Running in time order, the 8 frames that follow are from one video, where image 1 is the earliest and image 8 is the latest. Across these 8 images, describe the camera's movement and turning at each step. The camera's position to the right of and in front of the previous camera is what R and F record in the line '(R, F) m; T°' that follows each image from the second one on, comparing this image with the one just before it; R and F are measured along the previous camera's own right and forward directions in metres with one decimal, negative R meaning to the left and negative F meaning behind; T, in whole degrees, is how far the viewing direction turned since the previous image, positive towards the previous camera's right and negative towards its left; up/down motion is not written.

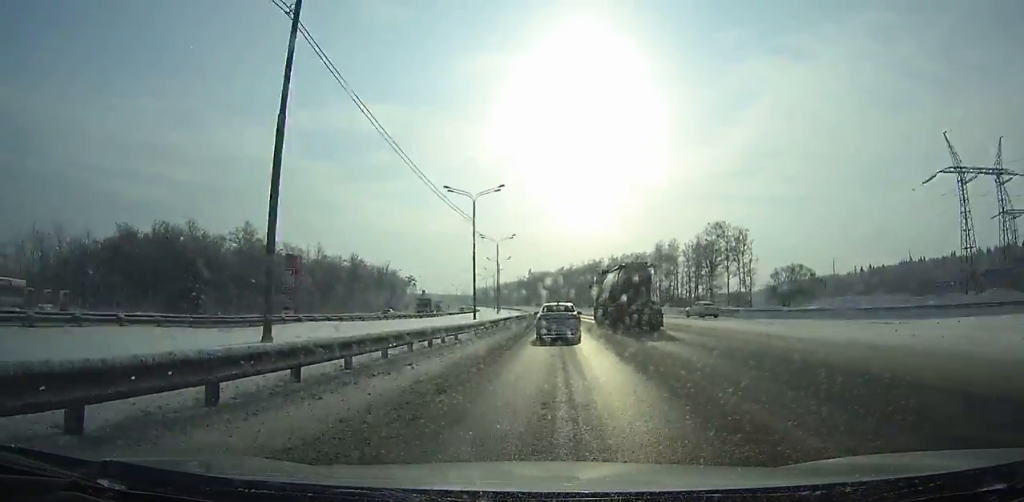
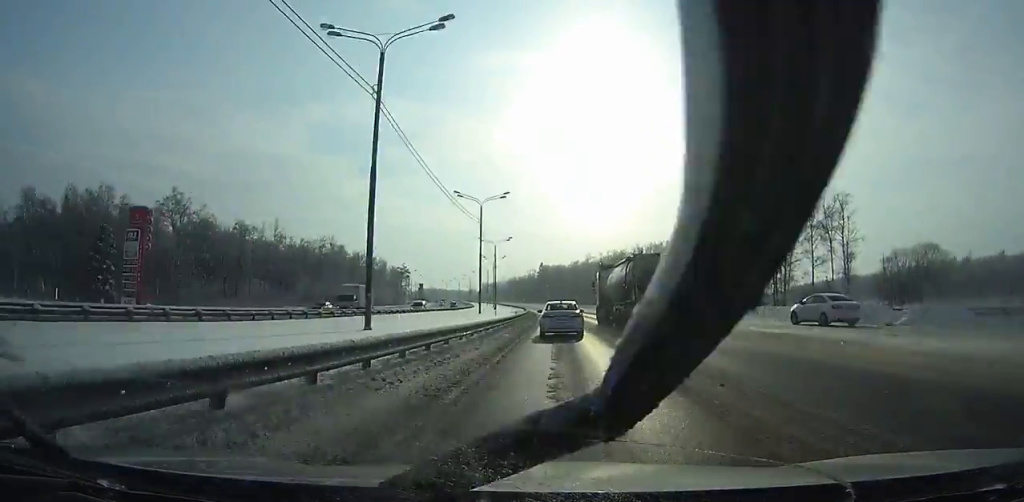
(-0.3, +36.3) m; -1°
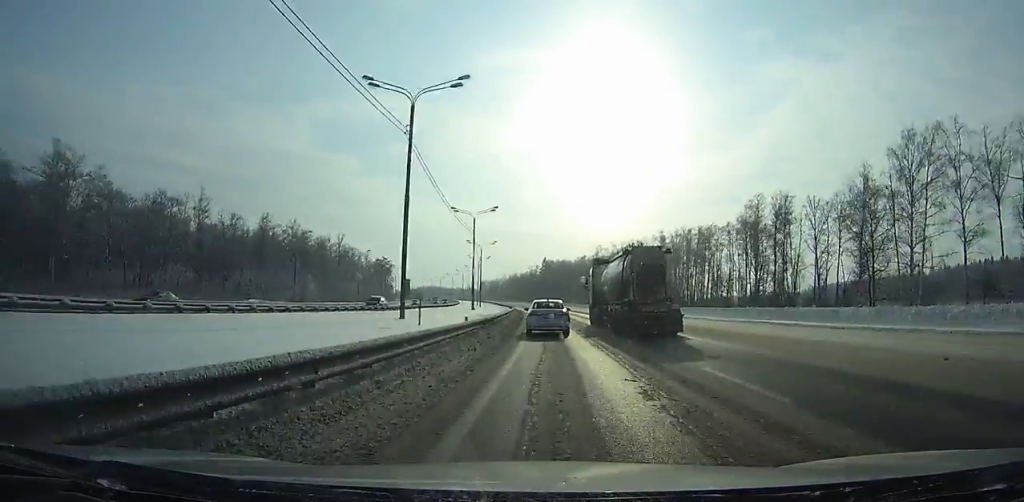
(-0.3, +33.5) m; -2°
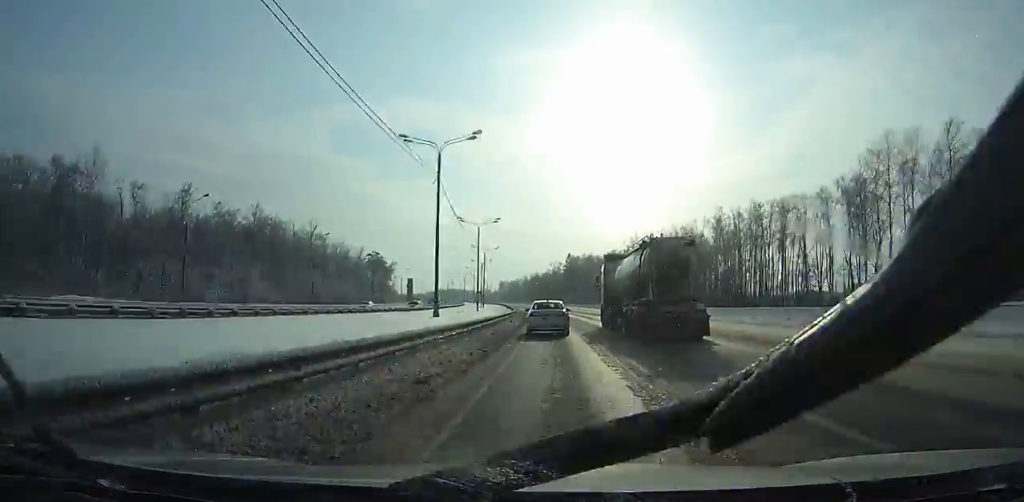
(-0.4, +35.6) m; -2°
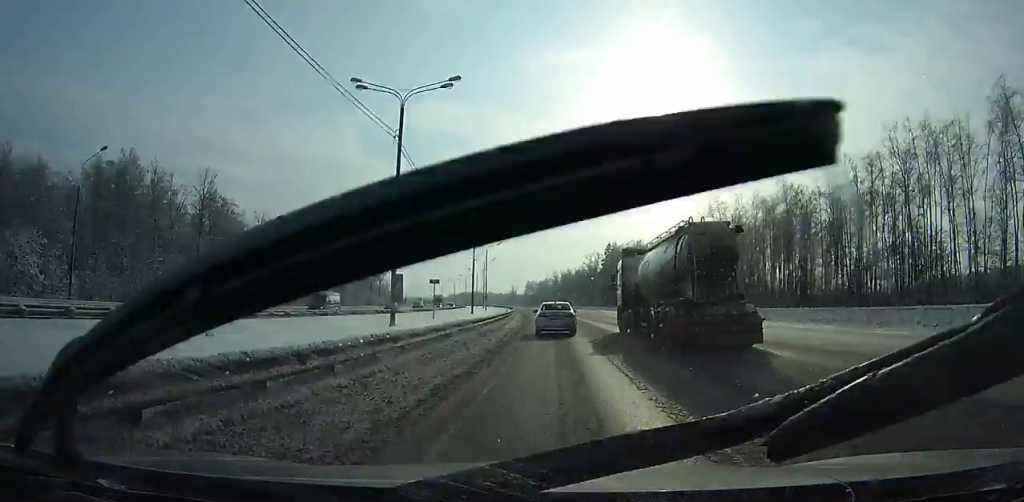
(-1.3, +56.4) m; -3°
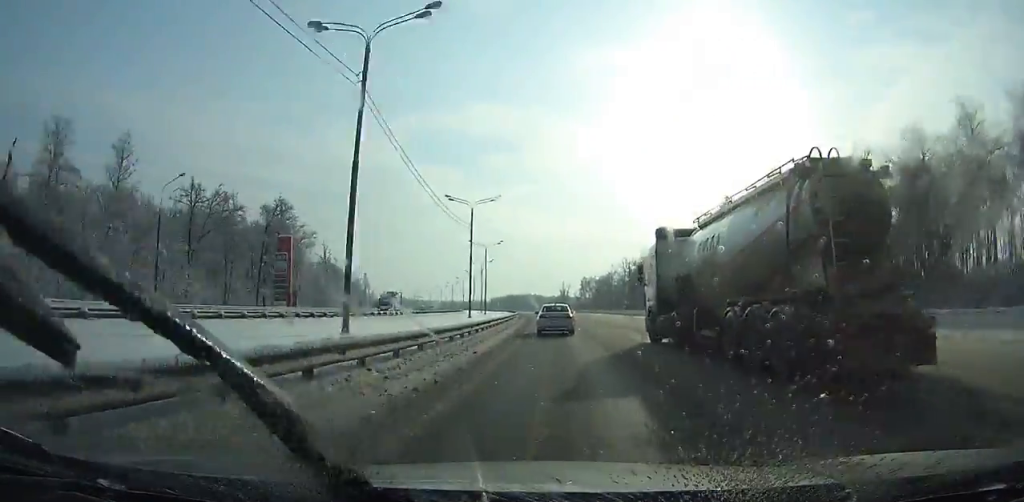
(-5.4, +99.8) m; -6°
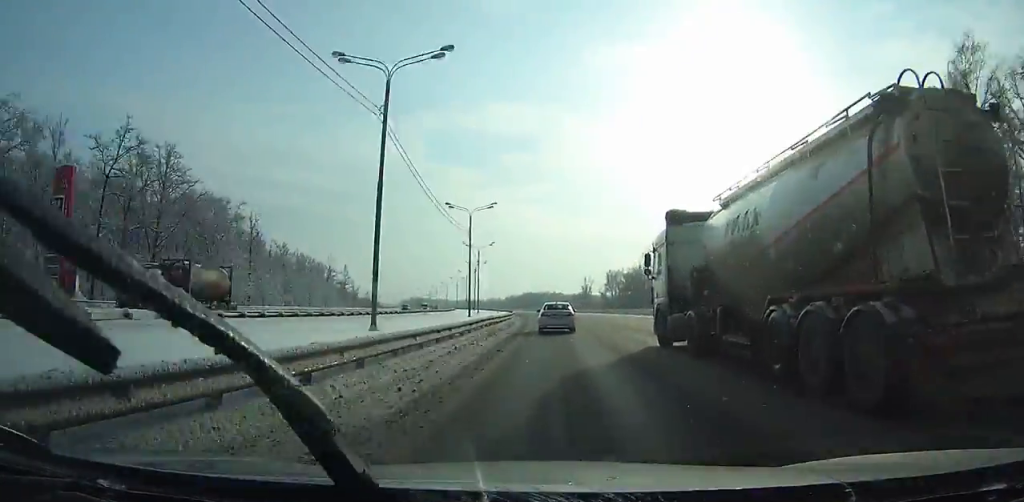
(-0.2, +39.6) m; -2°
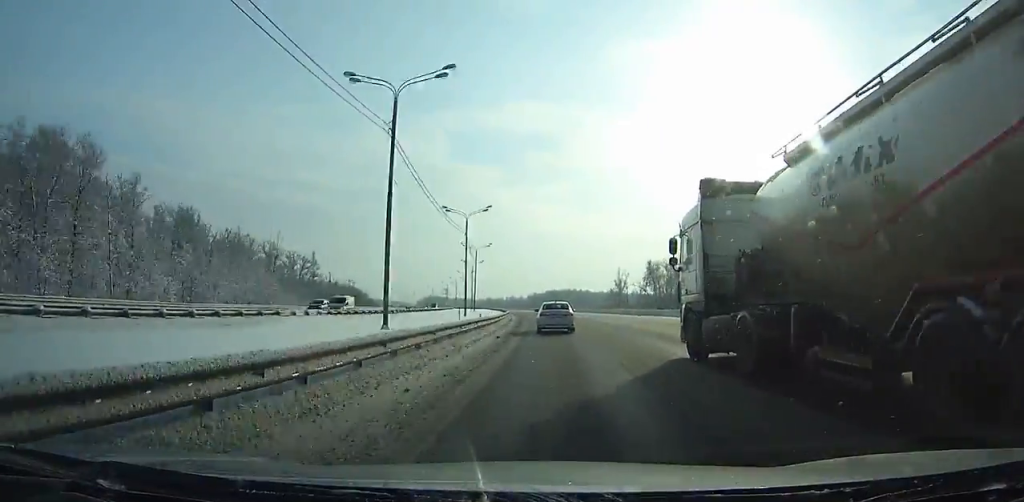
(-1.4, +41.9) m; -3°
